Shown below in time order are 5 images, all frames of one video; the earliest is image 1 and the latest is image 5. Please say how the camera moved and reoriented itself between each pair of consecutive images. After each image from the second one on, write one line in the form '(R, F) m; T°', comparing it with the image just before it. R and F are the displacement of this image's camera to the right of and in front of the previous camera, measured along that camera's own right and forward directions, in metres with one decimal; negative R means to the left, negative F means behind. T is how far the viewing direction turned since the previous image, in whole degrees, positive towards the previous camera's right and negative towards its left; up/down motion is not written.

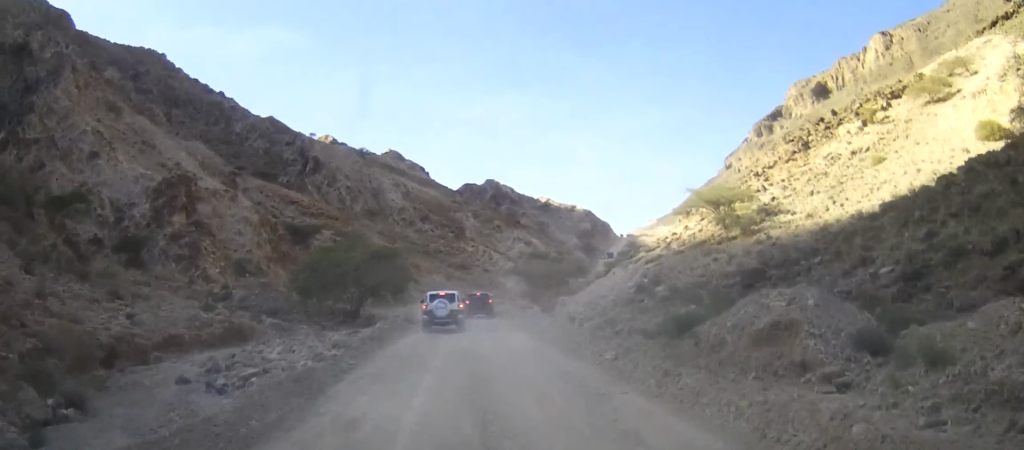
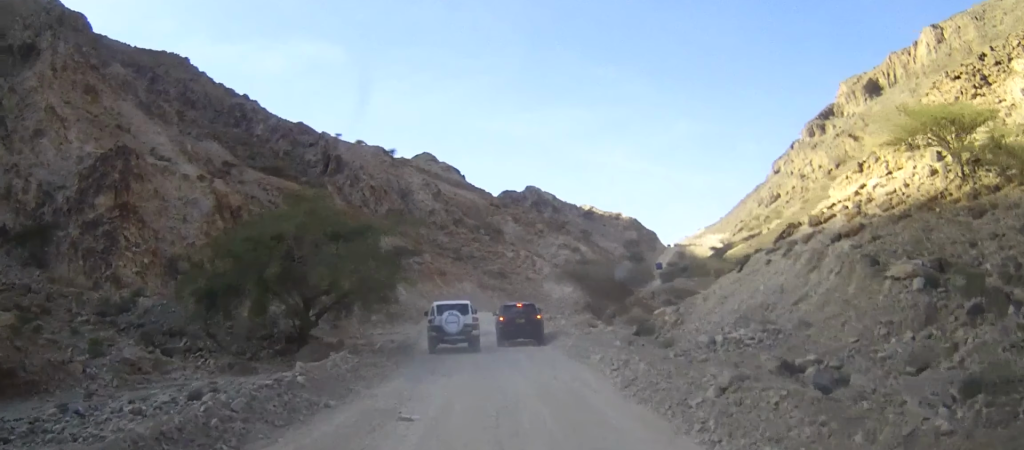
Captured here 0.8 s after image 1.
(-0.1, +5.8) m; -1°
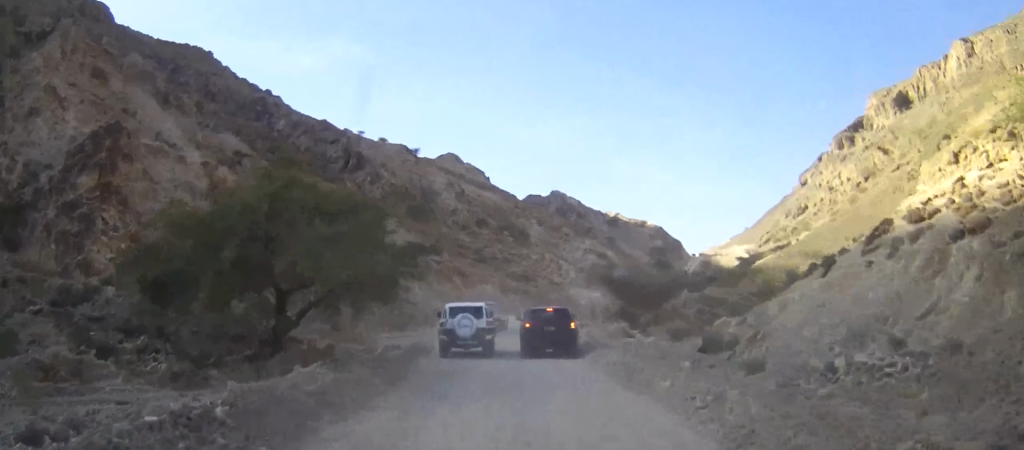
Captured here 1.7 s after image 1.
(-0.1, +5.9) m; -2°
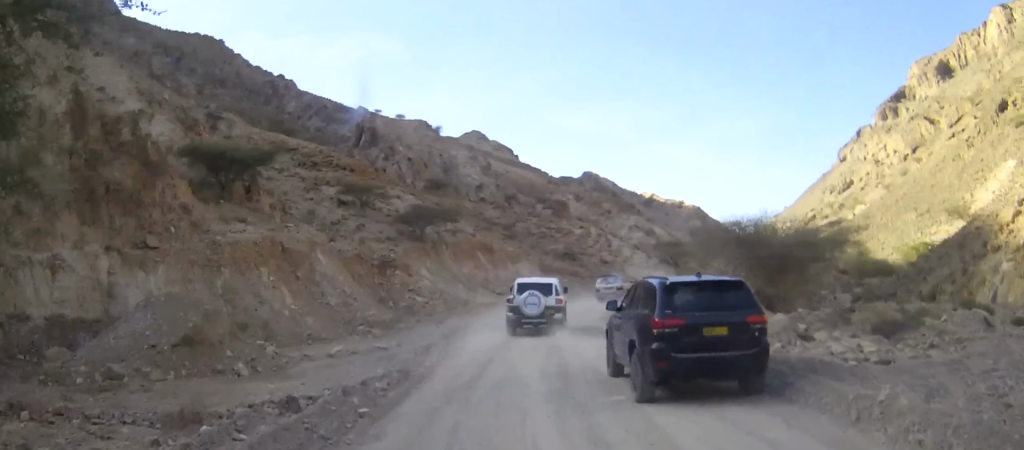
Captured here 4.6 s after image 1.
(-0.8, +18.1) m; -4°
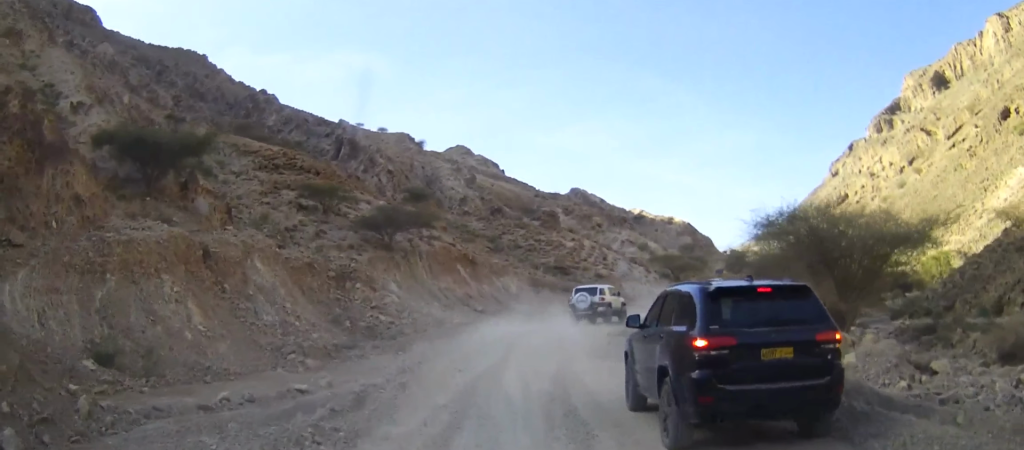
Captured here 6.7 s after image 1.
(+0.1, +9.3) m; 0°
